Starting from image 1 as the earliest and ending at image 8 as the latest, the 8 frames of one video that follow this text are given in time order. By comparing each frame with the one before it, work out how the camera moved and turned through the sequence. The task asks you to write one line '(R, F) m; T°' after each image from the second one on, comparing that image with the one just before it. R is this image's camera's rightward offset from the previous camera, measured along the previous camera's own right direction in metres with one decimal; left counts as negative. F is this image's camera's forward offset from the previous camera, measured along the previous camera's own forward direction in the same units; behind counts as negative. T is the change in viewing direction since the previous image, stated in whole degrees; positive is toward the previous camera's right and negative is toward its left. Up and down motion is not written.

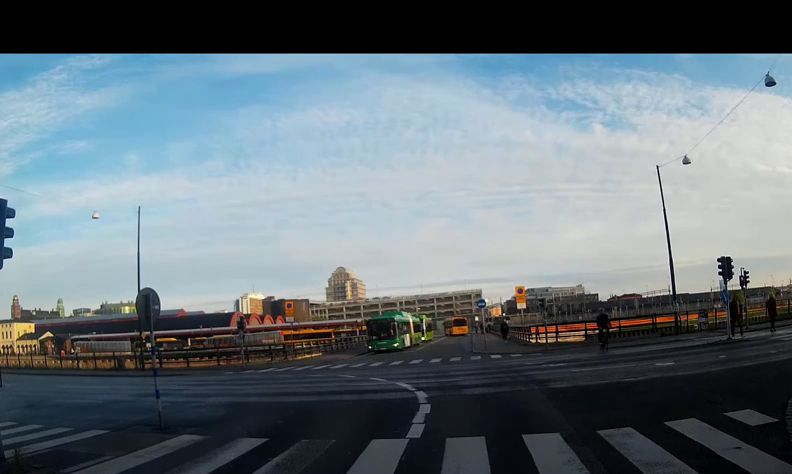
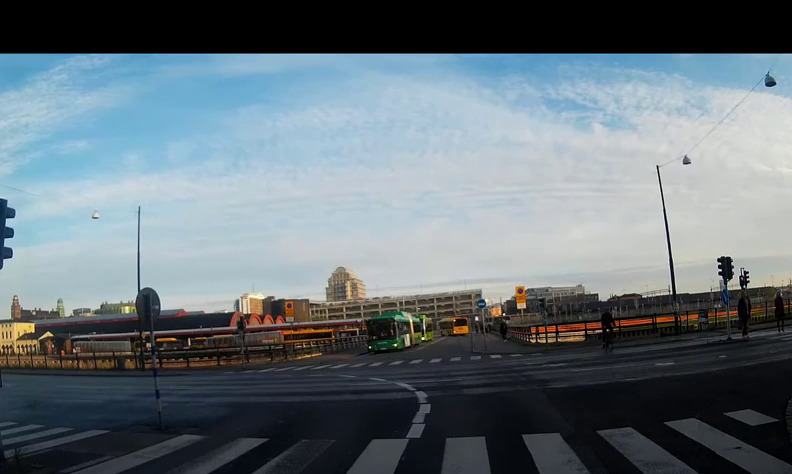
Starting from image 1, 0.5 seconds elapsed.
(0.0, 0.0) m; 0°
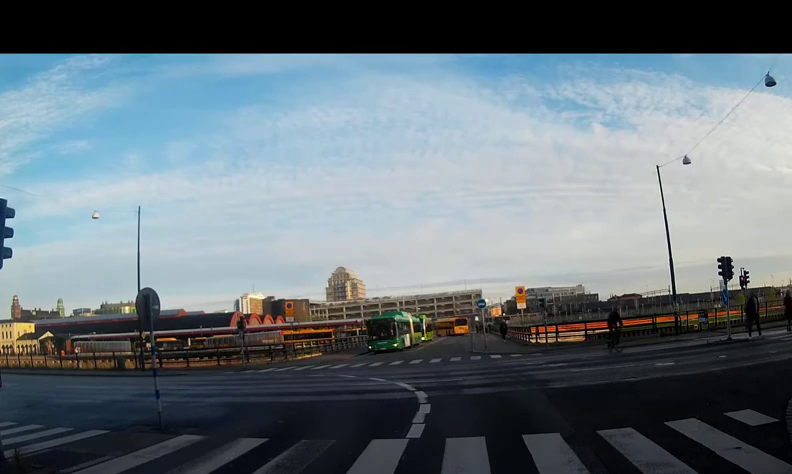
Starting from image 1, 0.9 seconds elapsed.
(0.0, 0.0) m; 0°
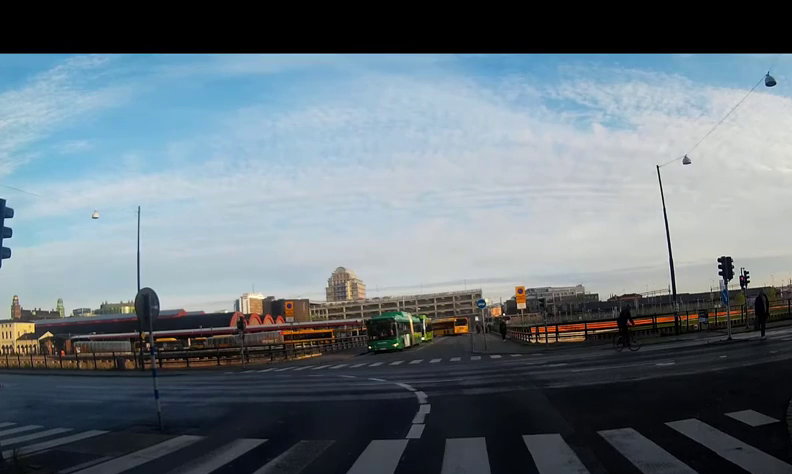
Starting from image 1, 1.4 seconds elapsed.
(0.0, 0.0) m; 0°
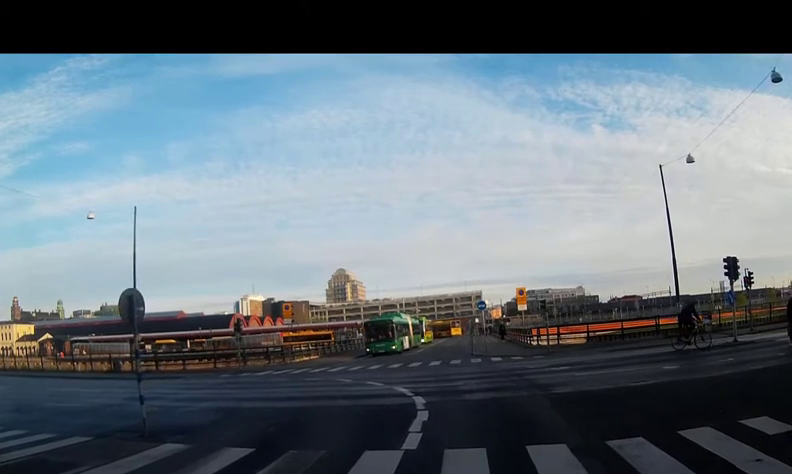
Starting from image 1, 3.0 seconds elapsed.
(0.0, 0.0) m; 0°
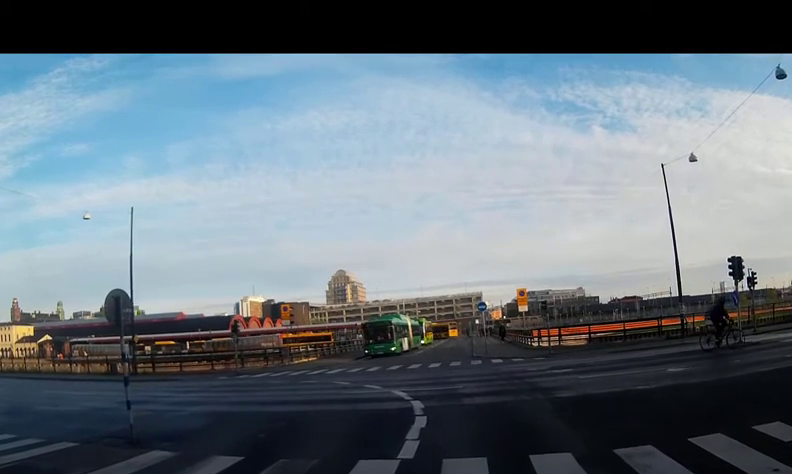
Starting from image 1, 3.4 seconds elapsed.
(0.0, 0.0) m; 0°
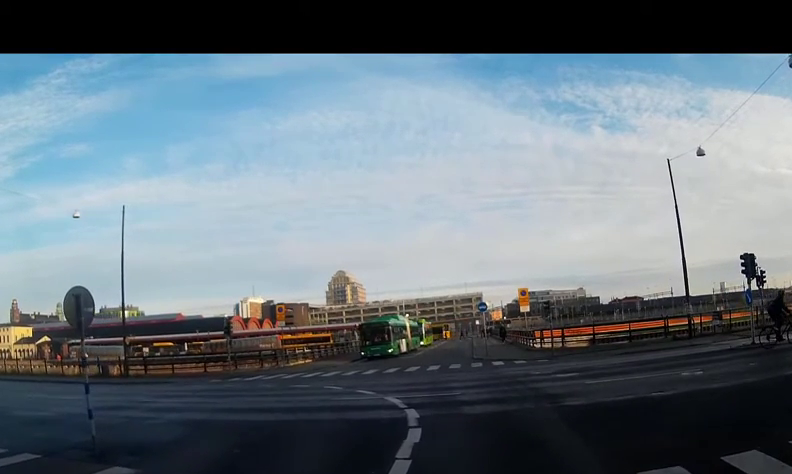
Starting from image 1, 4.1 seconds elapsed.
(-0.1, +0.4) m; 0°
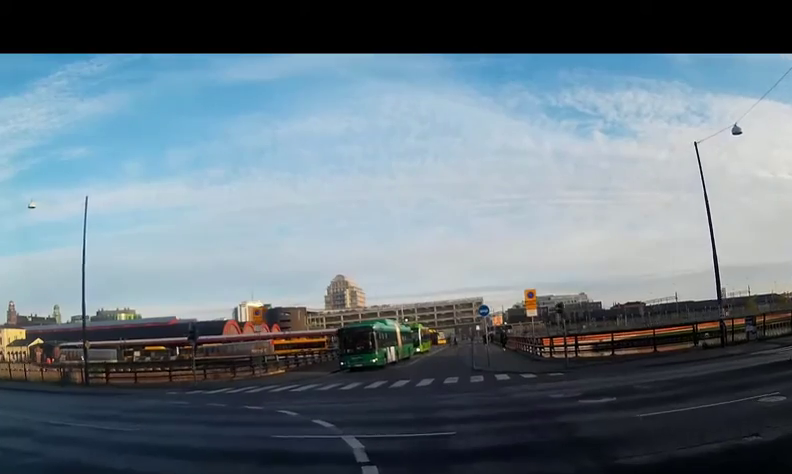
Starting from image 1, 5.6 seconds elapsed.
(-0.2, +1.5) m; -6°
